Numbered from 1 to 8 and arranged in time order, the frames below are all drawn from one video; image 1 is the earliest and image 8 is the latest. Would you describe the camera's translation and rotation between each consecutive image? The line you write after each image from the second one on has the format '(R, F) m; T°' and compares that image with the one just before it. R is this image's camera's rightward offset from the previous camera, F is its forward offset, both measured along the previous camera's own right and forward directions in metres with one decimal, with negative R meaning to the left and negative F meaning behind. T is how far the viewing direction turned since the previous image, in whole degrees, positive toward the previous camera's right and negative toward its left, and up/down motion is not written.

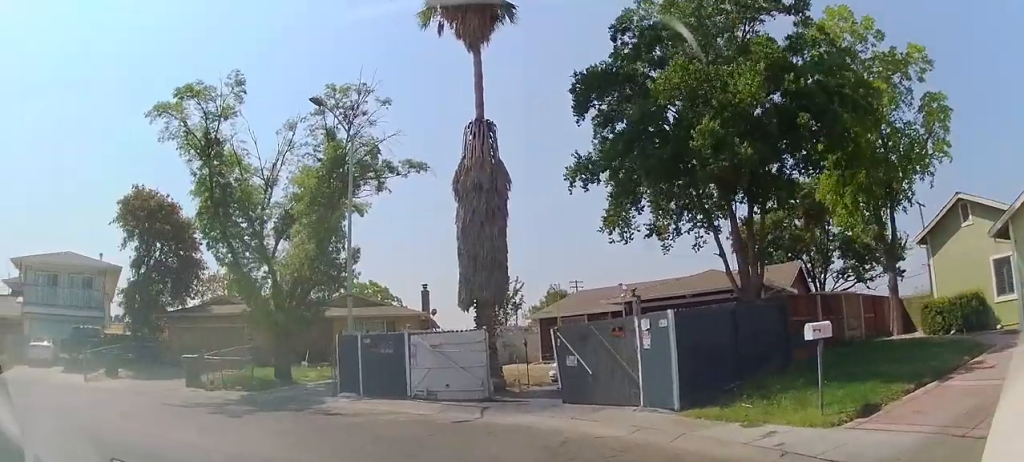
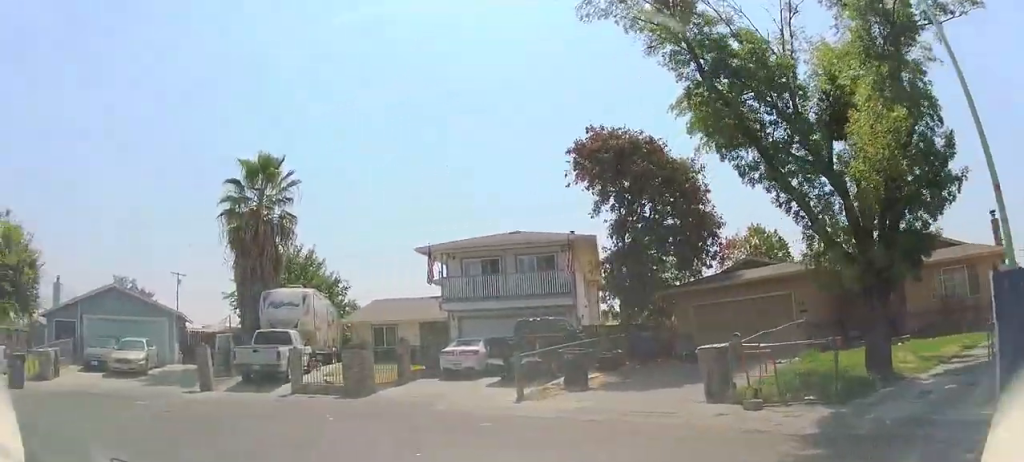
(-3.5, +9.2) m; -59°
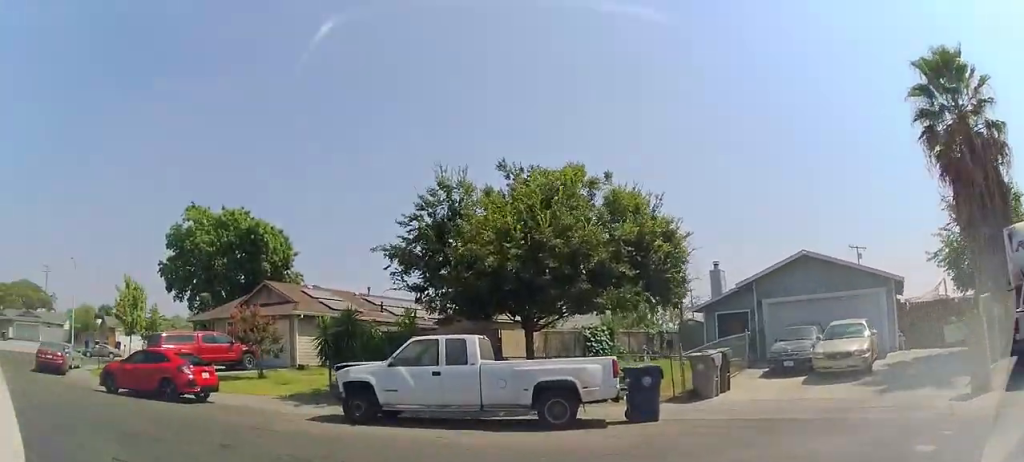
(-5.2, +6.5) m; -66°
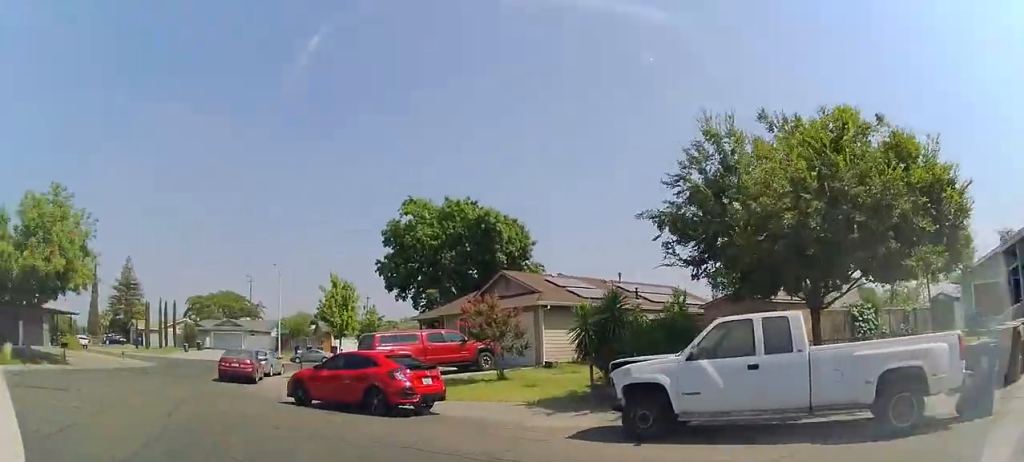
(-0.3, +2.9) m; -20°
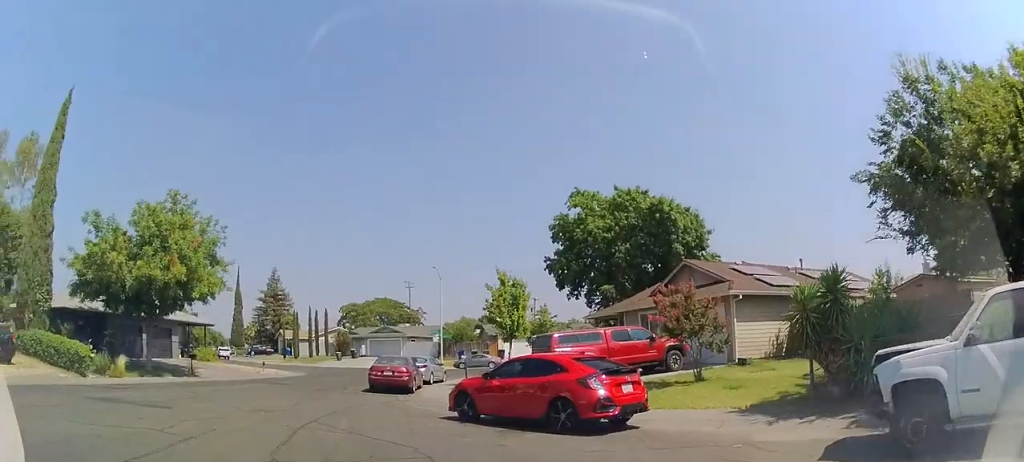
(-0.5, +2.1) m; -16°
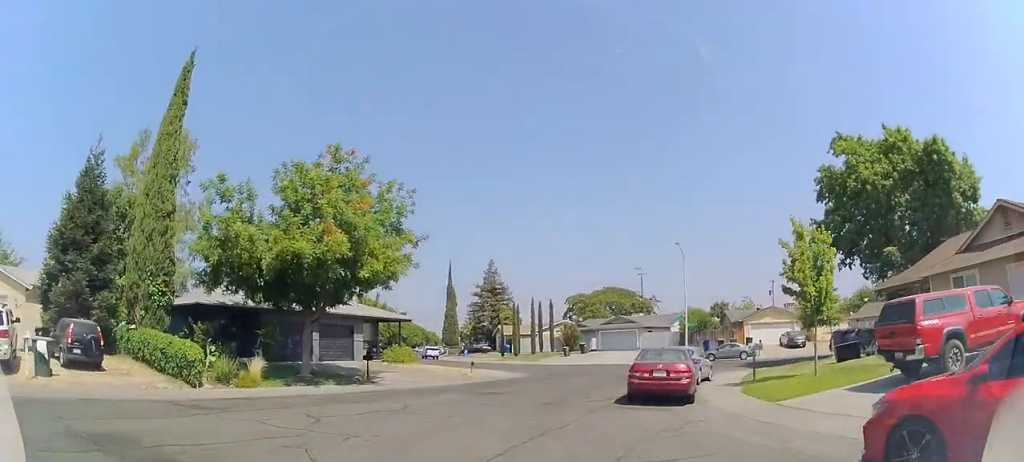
(-1.8, +5.9) m; -32°
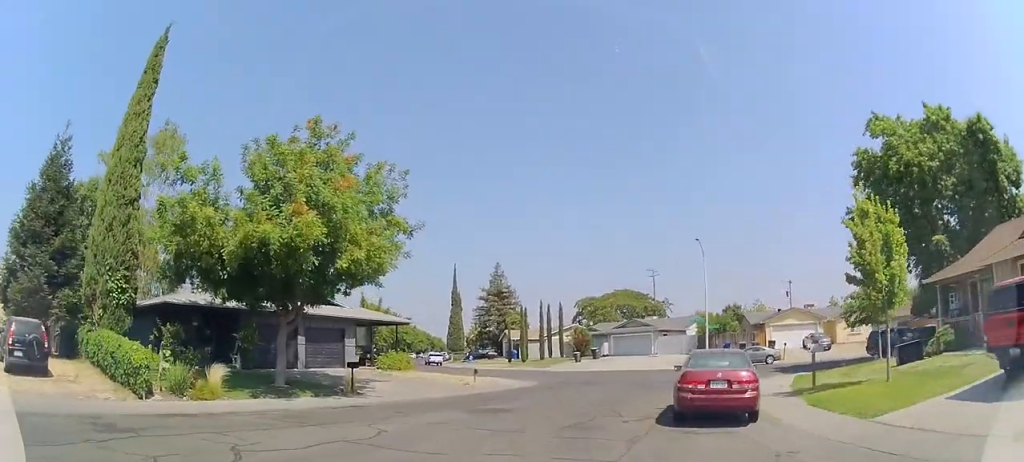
(-0.4, +3.1) m; -1°
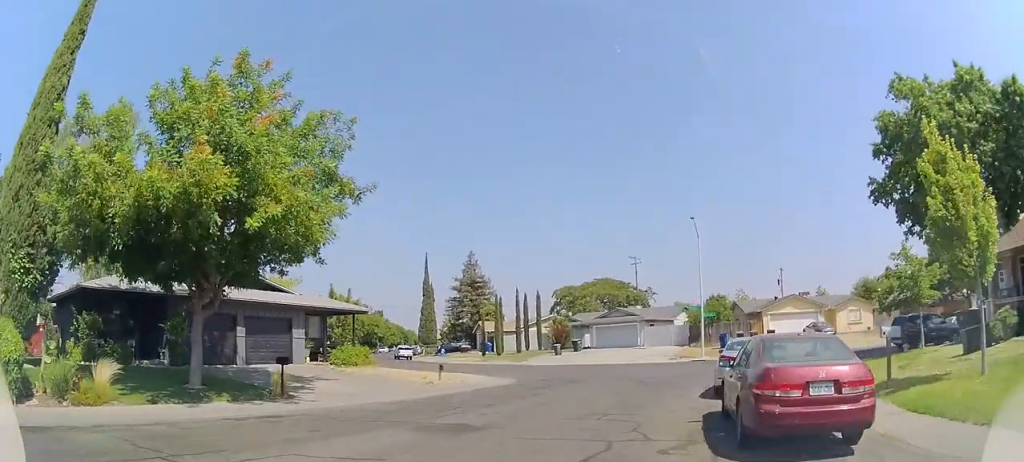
(-0.3, +4.0) m; 0°
